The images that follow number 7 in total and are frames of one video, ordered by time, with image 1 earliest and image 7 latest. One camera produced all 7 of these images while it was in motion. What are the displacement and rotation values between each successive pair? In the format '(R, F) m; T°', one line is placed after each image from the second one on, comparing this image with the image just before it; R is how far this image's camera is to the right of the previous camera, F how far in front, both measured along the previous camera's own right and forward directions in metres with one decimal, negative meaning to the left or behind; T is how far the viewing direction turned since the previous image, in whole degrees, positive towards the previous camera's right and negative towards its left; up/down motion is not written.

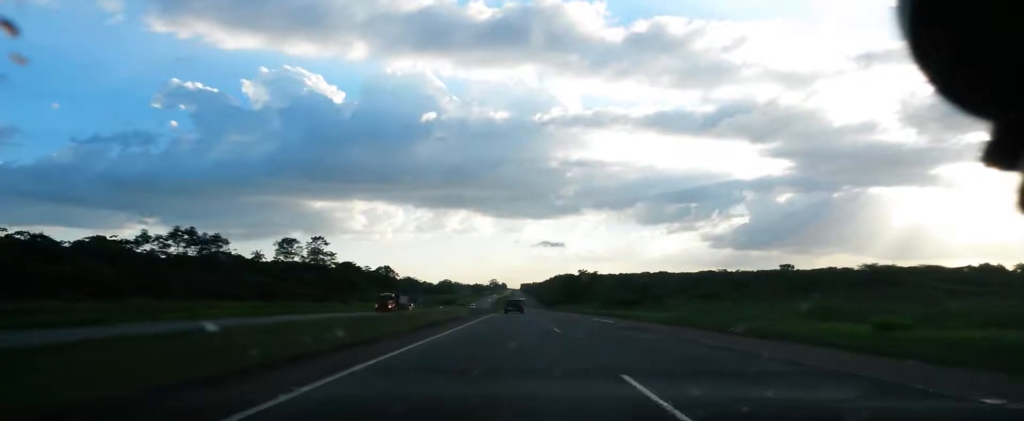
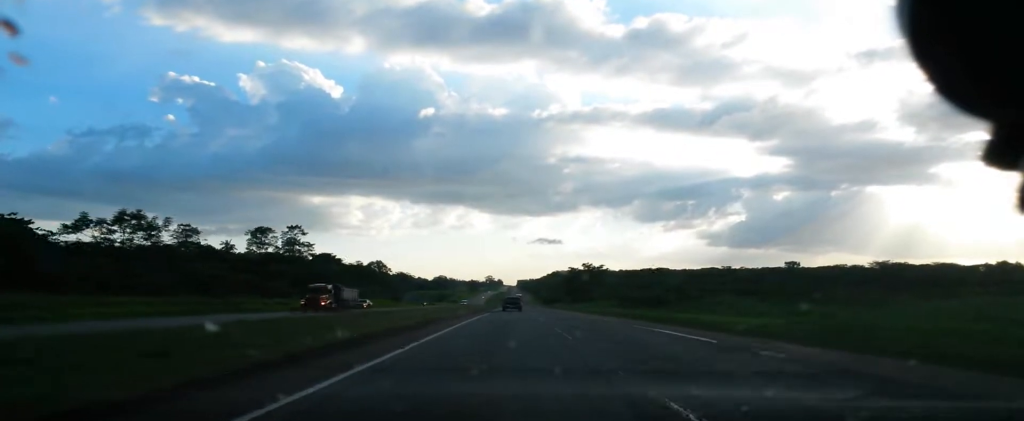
(+0.5, +20.2) m; +1°
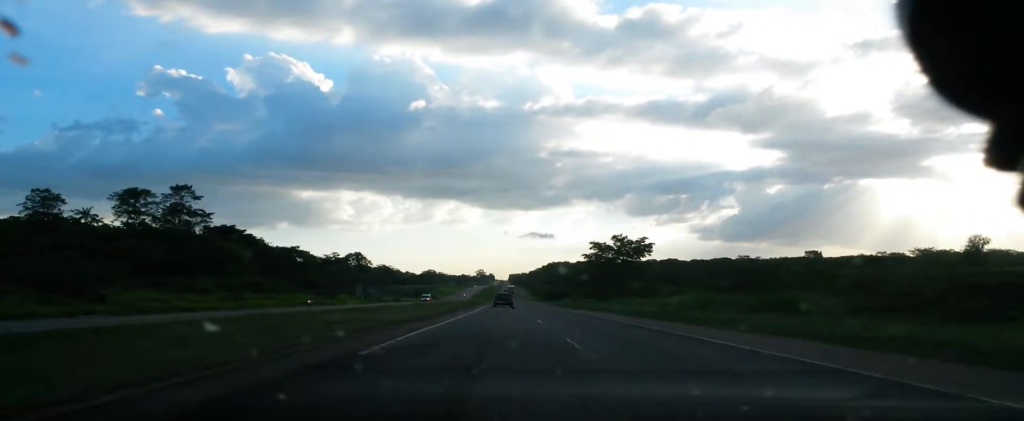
(+0.7, +63.7) m; +1°
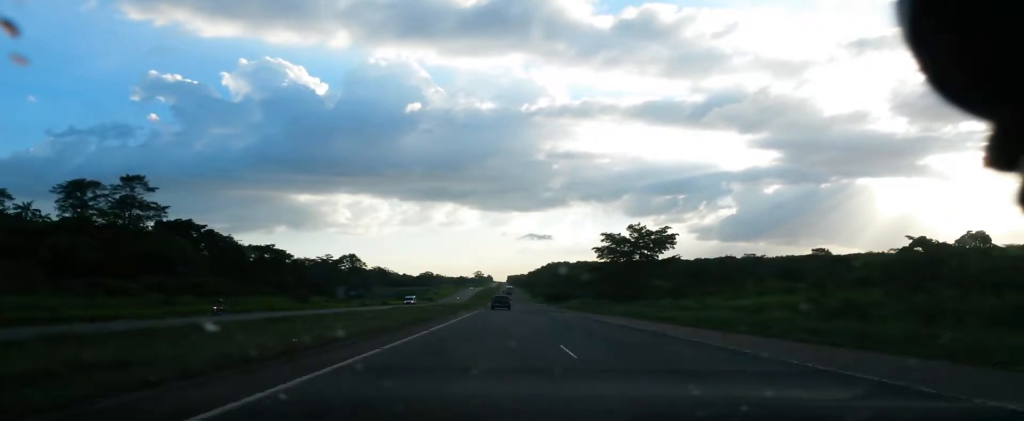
(0.0, +17.1) m; 0°
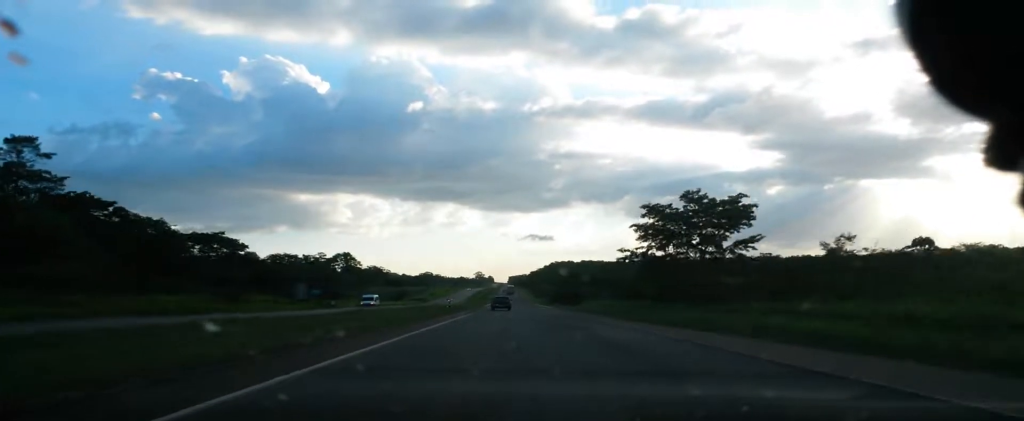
(0.0, +29.2) m; 0°
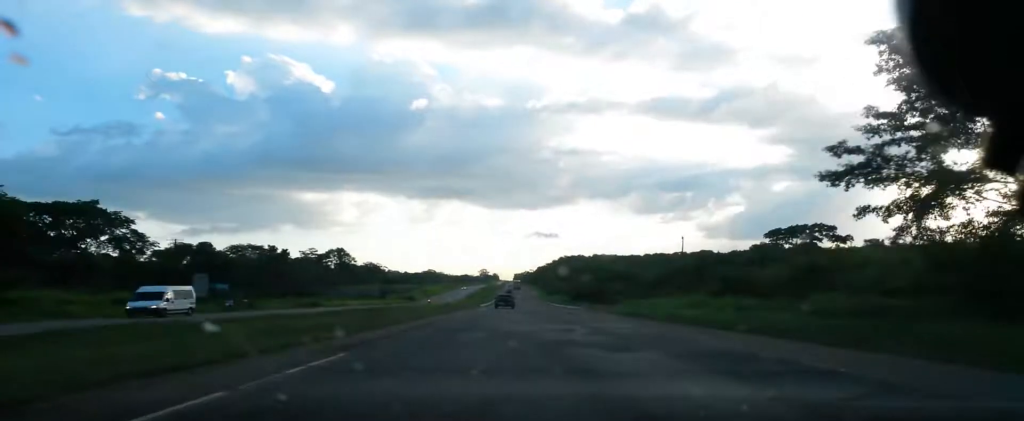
(0.0, +42.6) m; 0°
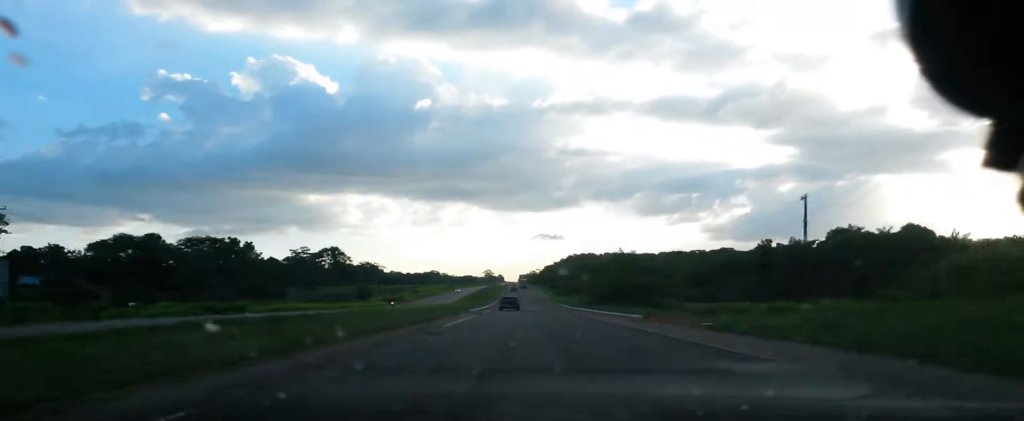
(0.0, +33.8) m; 0°
